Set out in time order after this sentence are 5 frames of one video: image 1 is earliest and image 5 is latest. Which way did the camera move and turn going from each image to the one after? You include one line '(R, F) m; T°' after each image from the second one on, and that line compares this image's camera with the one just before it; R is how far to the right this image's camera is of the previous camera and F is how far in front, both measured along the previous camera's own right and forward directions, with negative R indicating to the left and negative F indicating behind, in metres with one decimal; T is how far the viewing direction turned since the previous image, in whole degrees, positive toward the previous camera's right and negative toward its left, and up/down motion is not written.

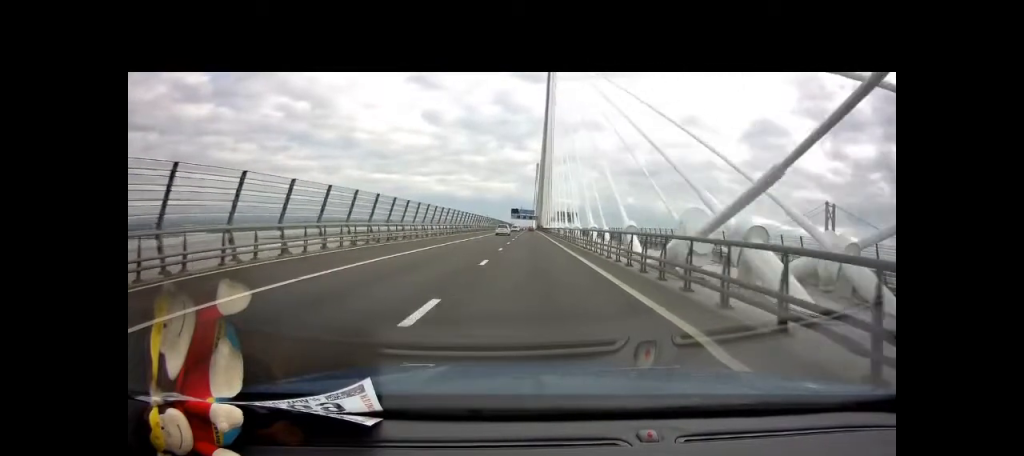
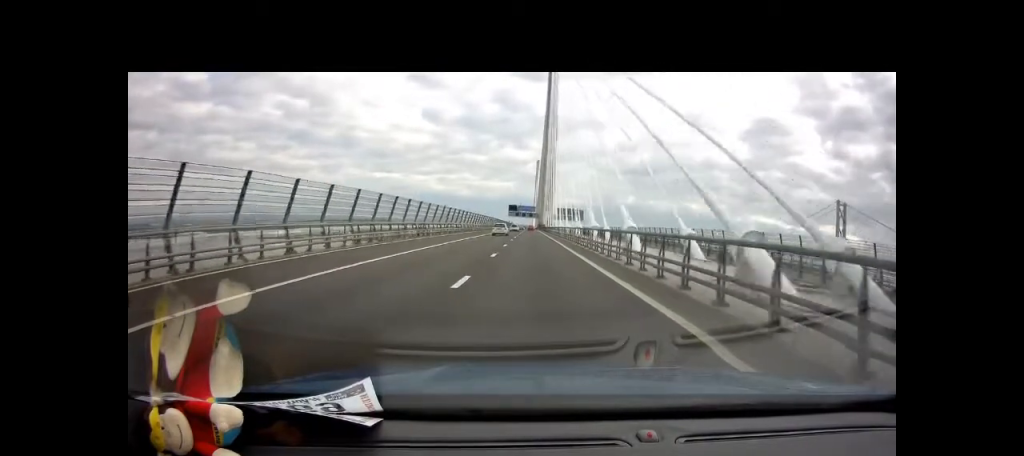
(-0.1, +33.6) m; 0°
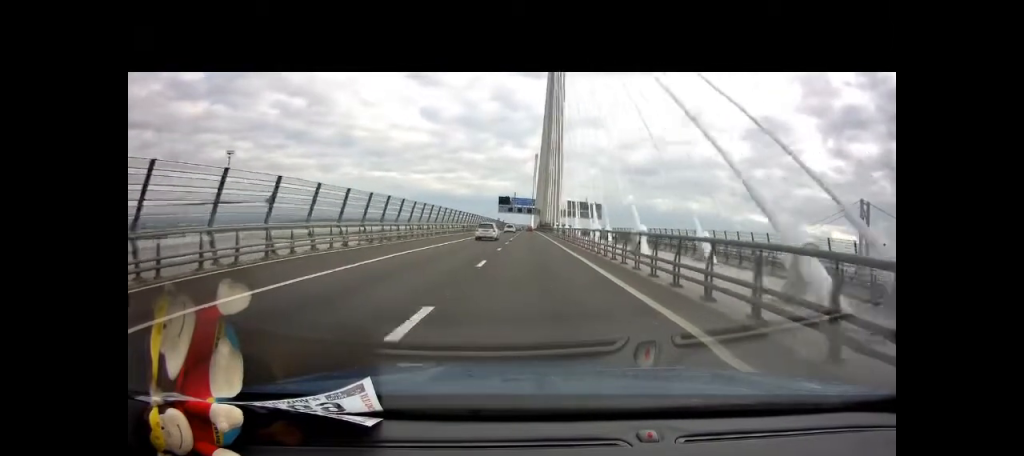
(+0.1, +67.7) m; +1°
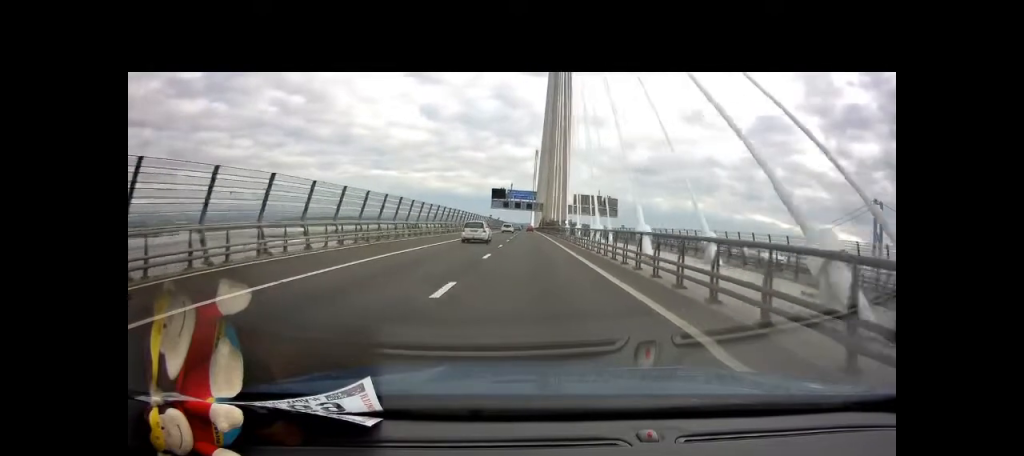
(+0.2, +33.6) m; 0°
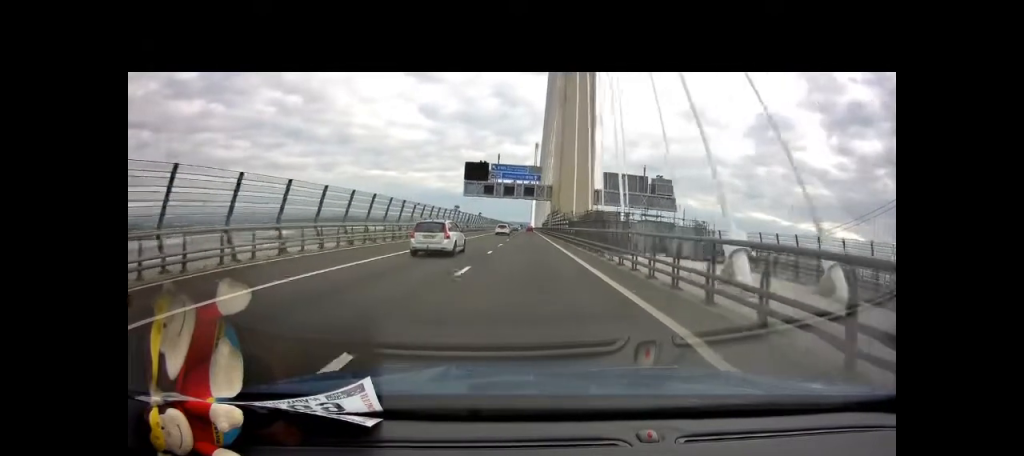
(+0.1, +60.0) m; 0°
